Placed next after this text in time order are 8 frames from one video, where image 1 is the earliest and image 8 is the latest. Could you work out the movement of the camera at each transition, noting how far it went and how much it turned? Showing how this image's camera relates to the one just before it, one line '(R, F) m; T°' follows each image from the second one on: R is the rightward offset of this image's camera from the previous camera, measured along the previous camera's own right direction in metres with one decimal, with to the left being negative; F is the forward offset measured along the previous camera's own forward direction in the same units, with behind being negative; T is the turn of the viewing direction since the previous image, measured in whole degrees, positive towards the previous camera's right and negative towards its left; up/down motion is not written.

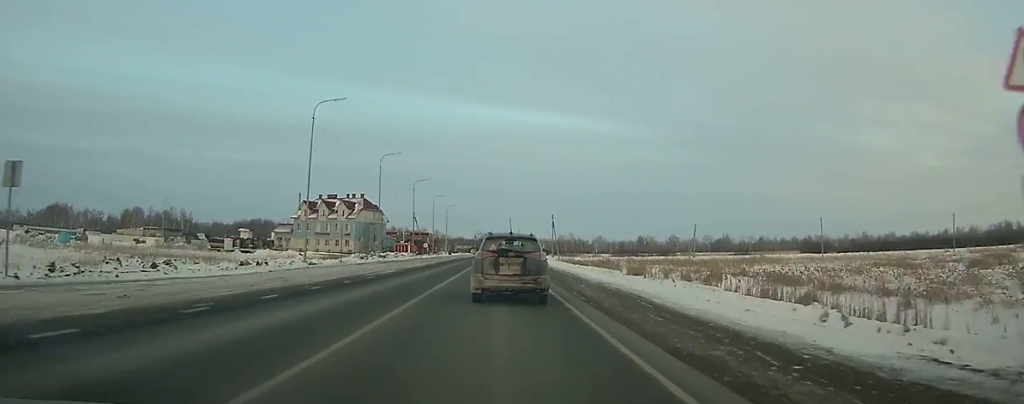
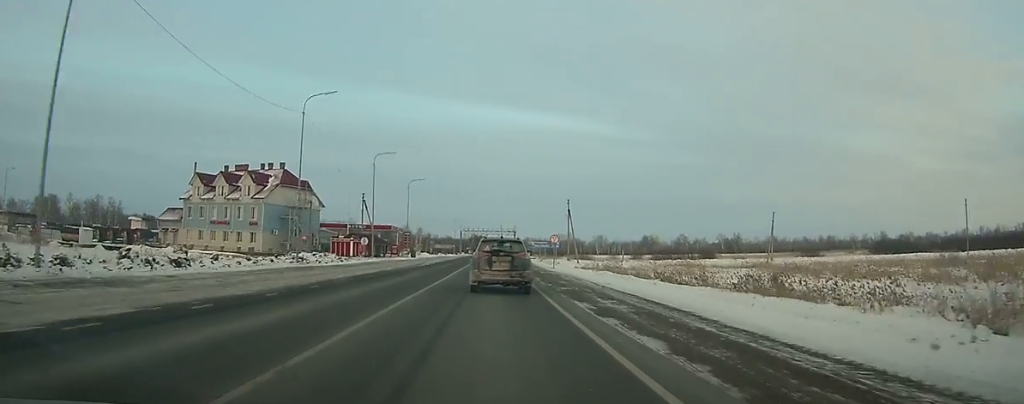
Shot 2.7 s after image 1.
(+0.2, +52.1) m; 0°
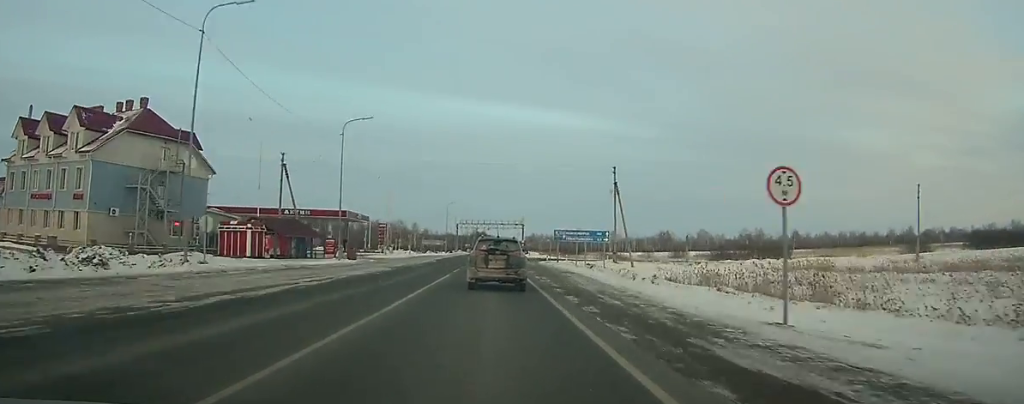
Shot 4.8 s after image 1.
(0.0, +40.3) m; 0°
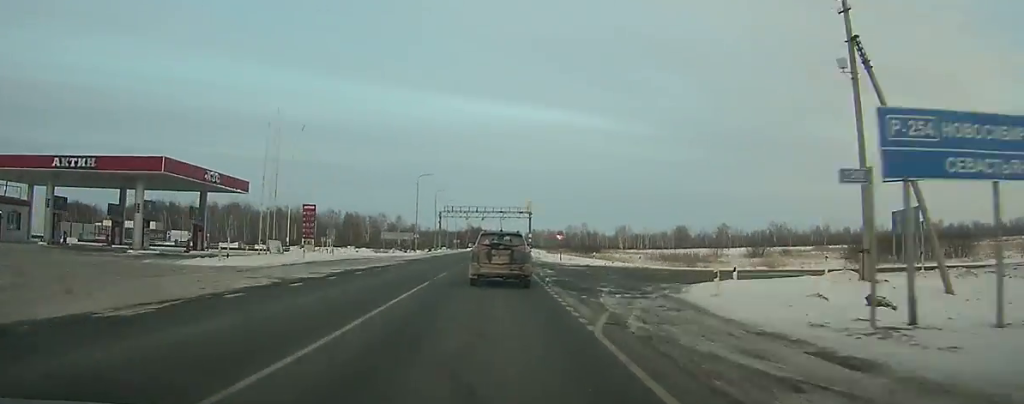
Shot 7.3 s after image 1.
(-0.1, +48.0) m; 0°
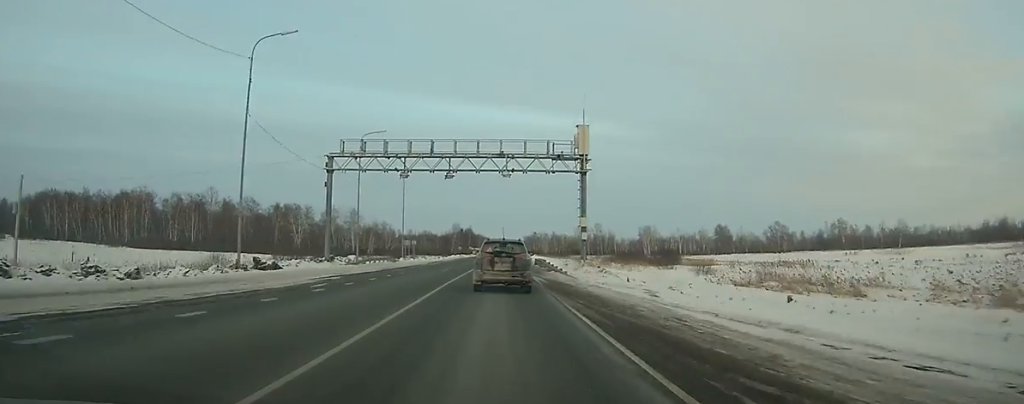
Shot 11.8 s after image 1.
(+0.6, +87.4) m; +1°
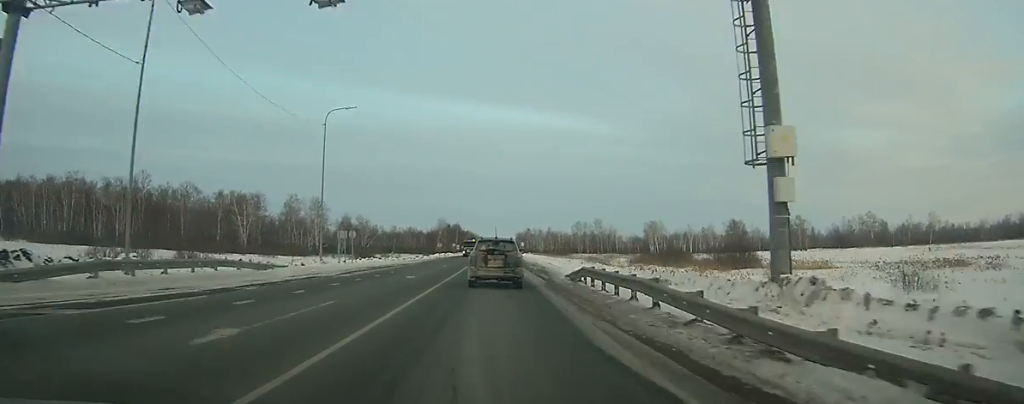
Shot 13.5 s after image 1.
(+0.1, +33.7) m; 0°
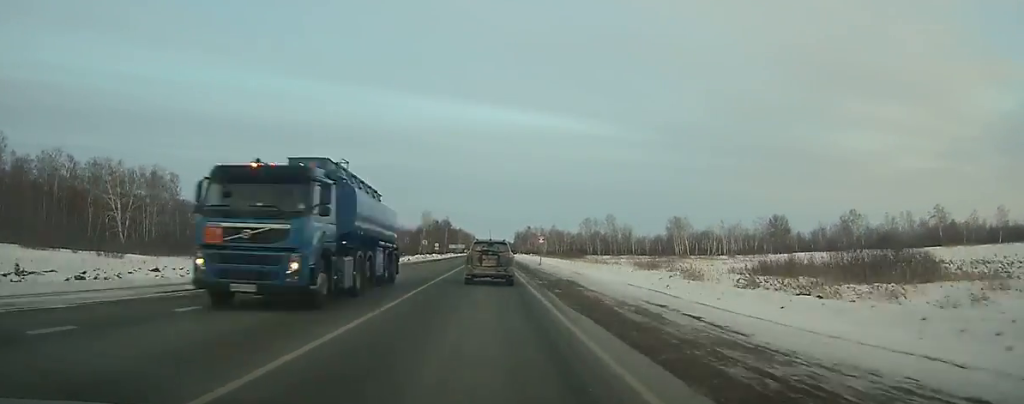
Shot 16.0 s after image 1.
(+0.1, +50.5) m; 0°
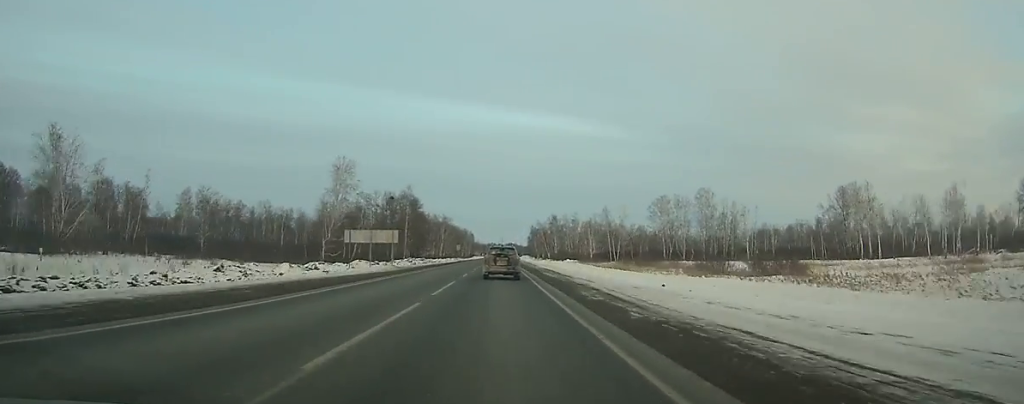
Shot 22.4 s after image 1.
(0.0, +137.6) m; 0°
